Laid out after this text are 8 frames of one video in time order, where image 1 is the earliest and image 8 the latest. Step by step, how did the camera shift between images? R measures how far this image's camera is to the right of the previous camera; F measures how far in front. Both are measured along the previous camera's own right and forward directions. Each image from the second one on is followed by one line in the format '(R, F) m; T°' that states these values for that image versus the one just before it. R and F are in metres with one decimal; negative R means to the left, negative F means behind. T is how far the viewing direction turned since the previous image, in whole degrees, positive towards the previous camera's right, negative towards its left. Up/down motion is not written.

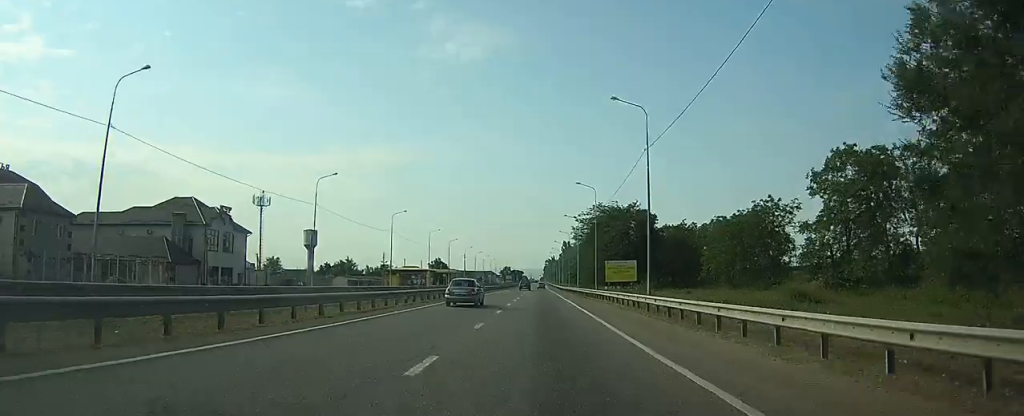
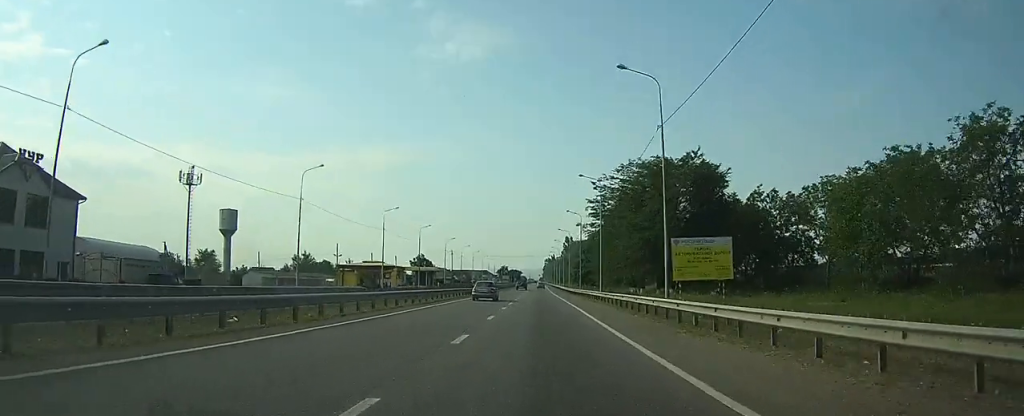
(0.0, +36.1) m; 0°
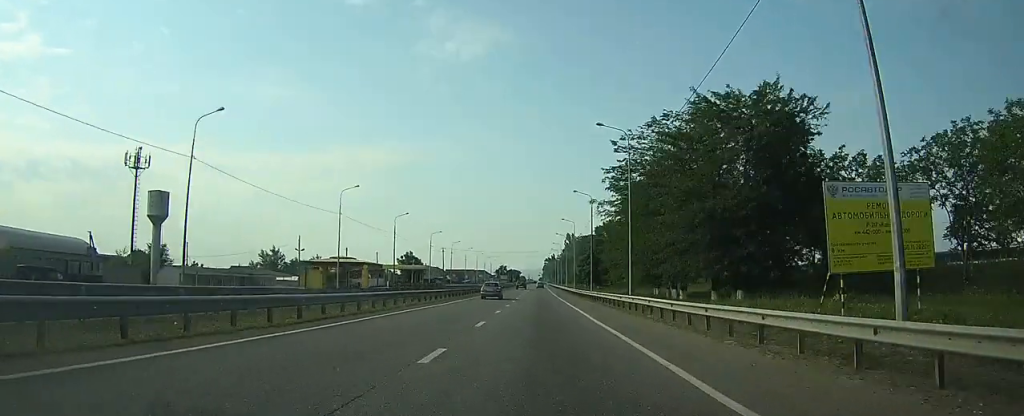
(-0.1, +19.4) m; 0°
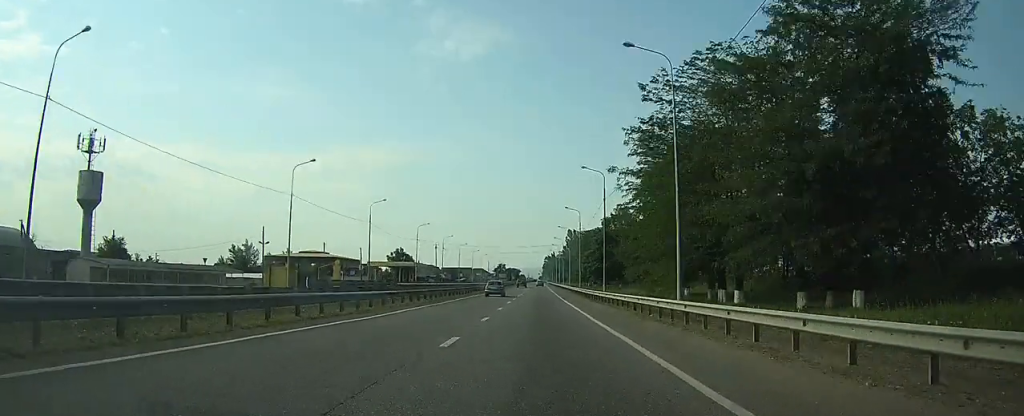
(0.0, +13.9) m; 0°
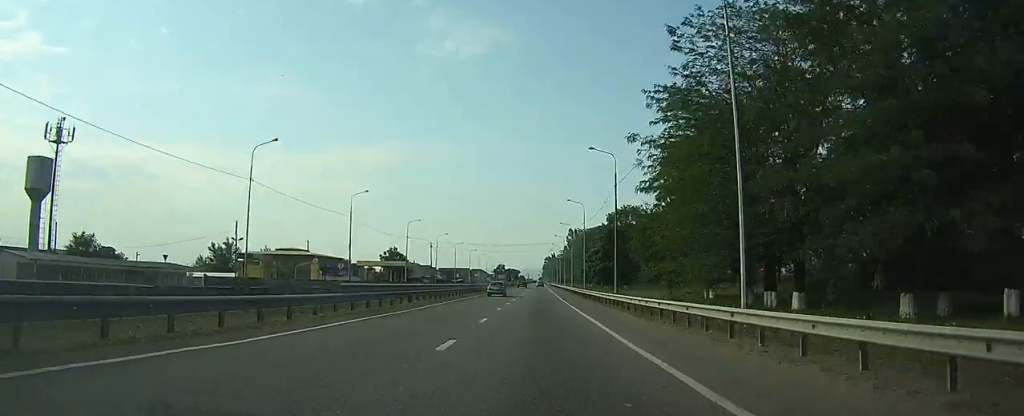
(0.0, +8.3) m; 0°
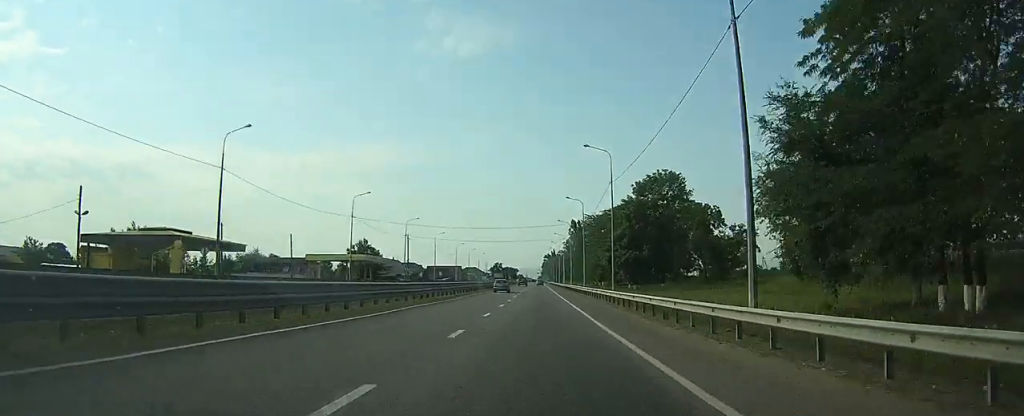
(0.0, +30.7) m; 0°
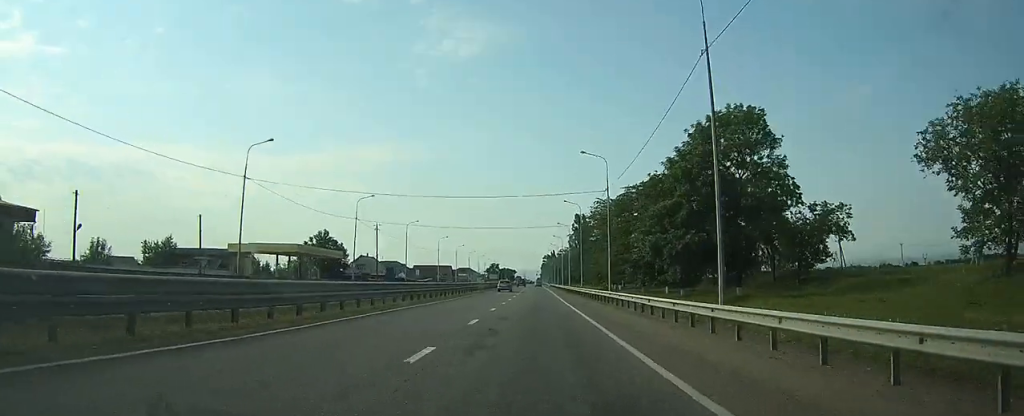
(+0.1, +28.1) m; 0°
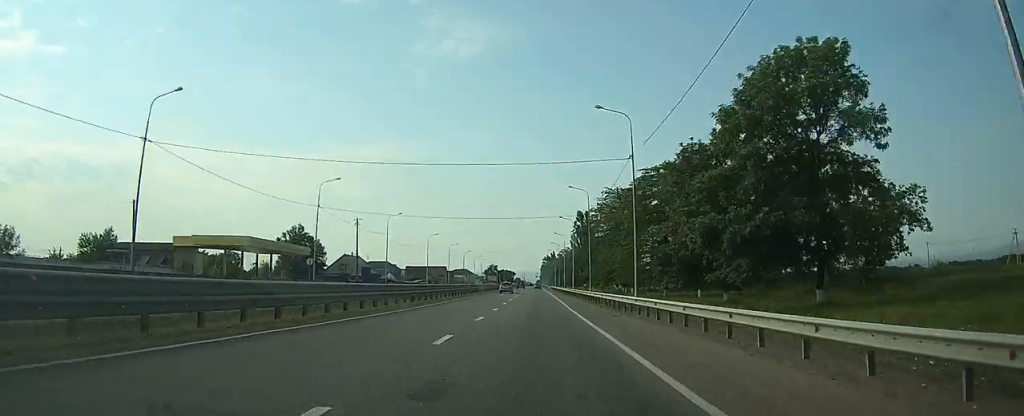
(0.0, +13.4) m; 0°
